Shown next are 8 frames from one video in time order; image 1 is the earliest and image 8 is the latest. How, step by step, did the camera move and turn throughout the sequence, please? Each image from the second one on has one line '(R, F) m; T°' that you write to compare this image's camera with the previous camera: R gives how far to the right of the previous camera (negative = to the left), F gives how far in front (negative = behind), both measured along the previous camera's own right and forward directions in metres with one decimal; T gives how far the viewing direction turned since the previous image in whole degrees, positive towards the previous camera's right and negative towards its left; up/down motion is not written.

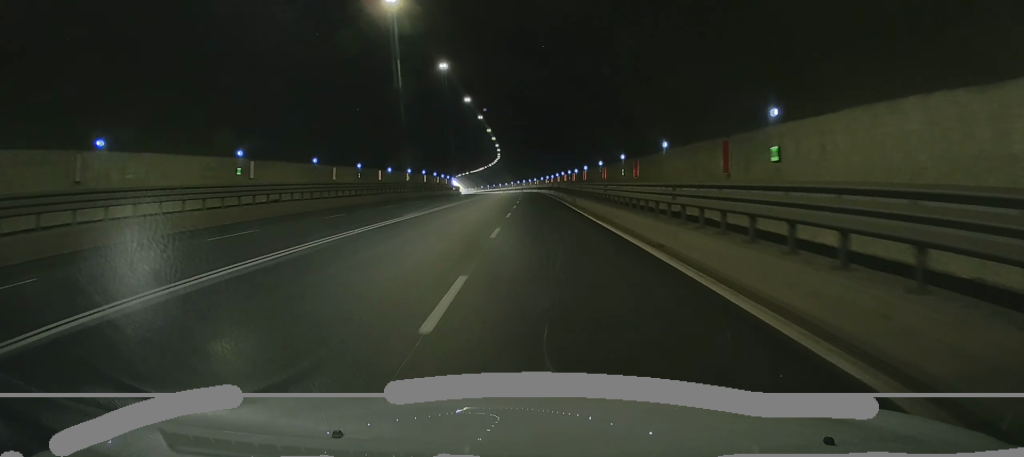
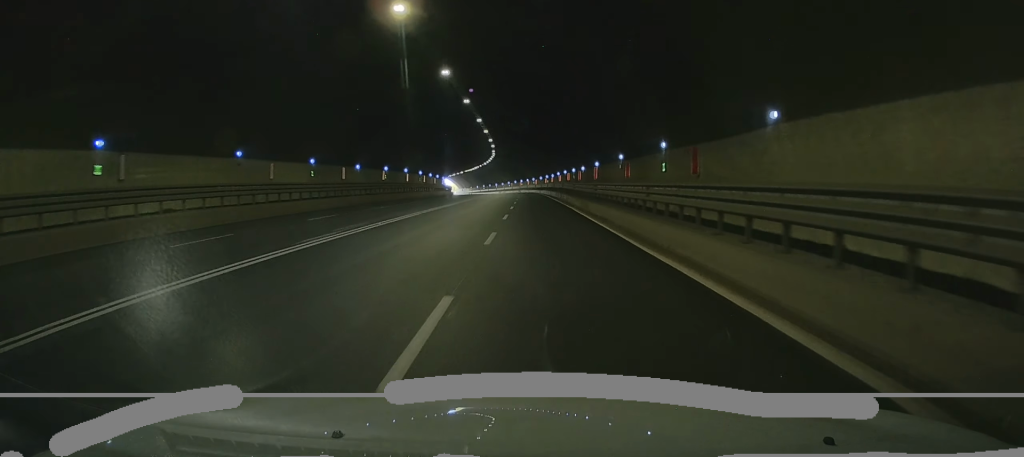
(+0.1, +9.2) m; 0°
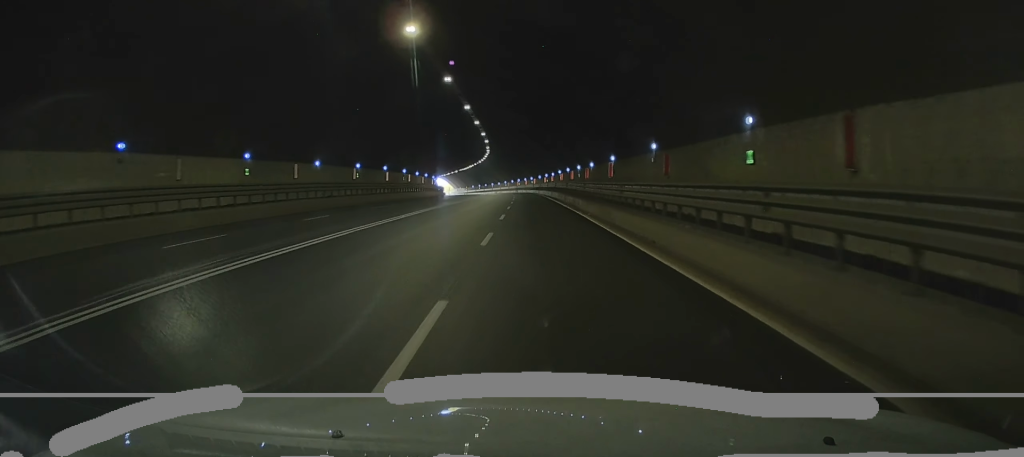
(-0.1, +8.0) m; +1°
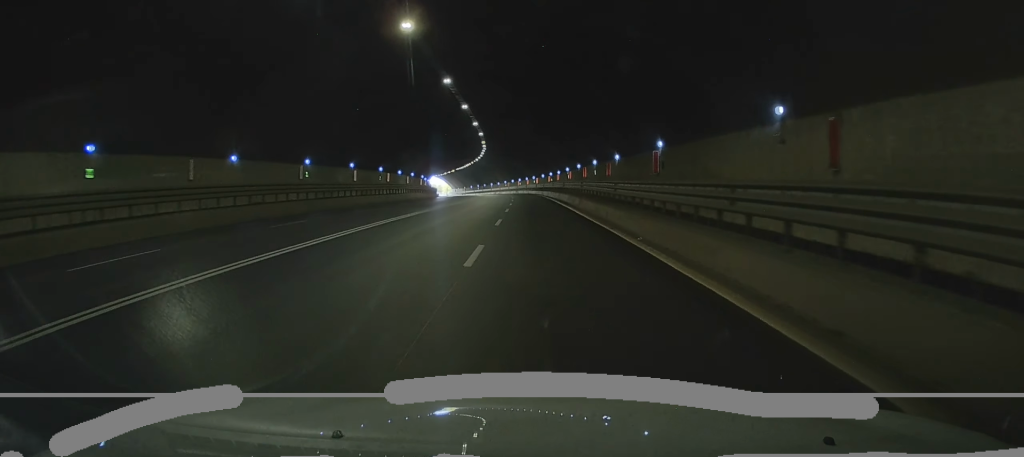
(+0.1, +10.4) m; +1°
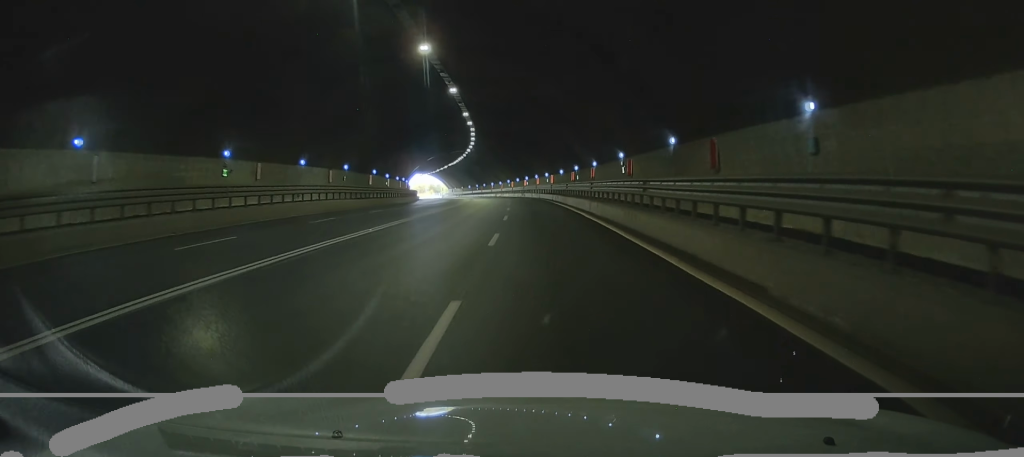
(+0.9, +27.3) m; +1°
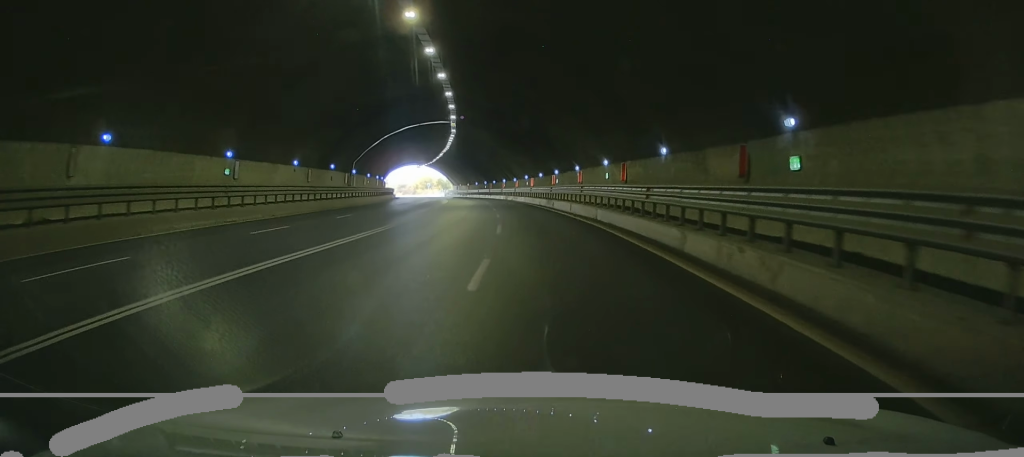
(-1.1, +36.4) m; -3°
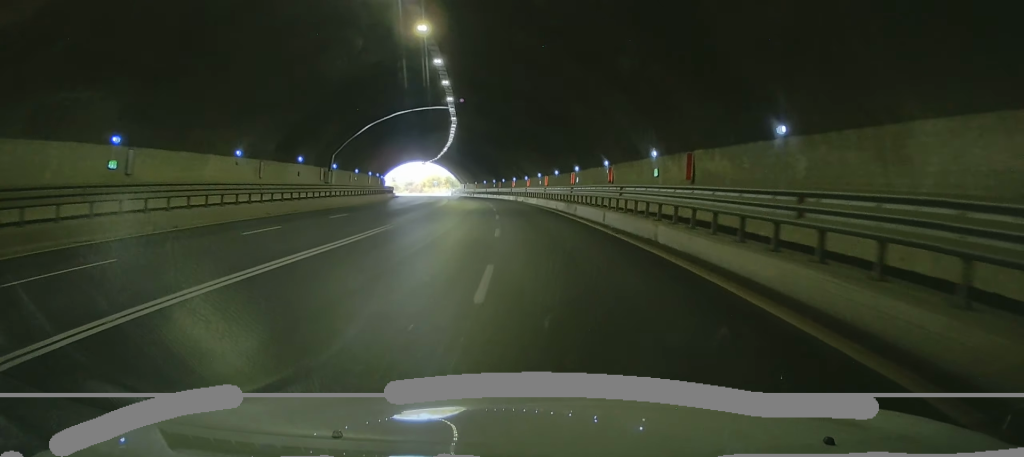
(0.0, +9.0) m; -1°
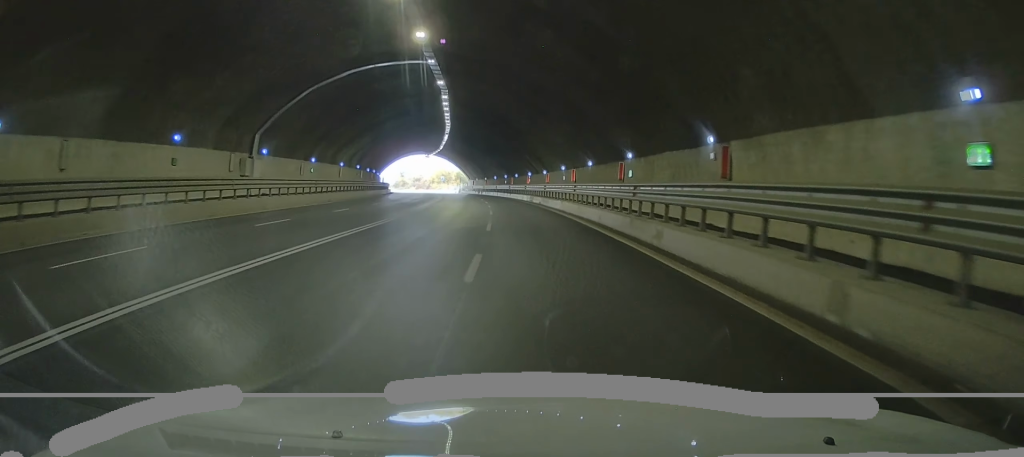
(-0.5, +16.6) m; 0°
